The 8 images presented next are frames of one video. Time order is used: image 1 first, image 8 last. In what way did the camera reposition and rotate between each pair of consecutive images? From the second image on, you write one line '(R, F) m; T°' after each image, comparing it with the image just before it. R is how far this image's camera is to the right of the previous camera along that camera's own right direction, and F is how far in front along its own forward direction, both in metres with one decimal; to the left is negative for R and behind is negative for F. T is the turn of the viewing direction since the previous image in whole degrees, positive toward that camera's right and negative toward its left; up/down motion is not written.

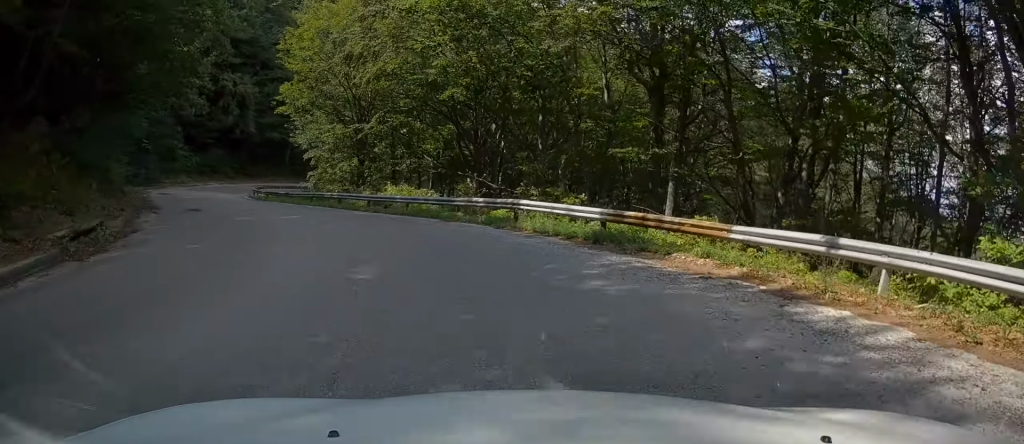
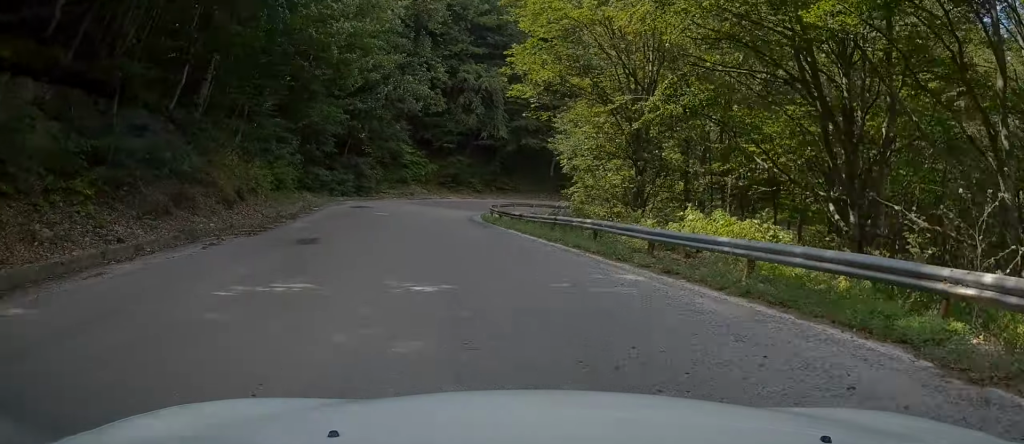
(-2.3, +14.3) m; -17°
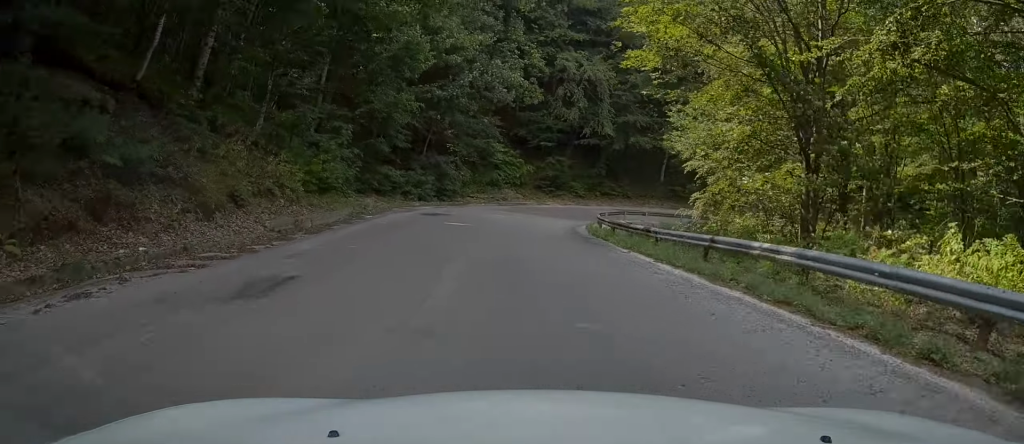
(-0.8, +7.4) m; -5°
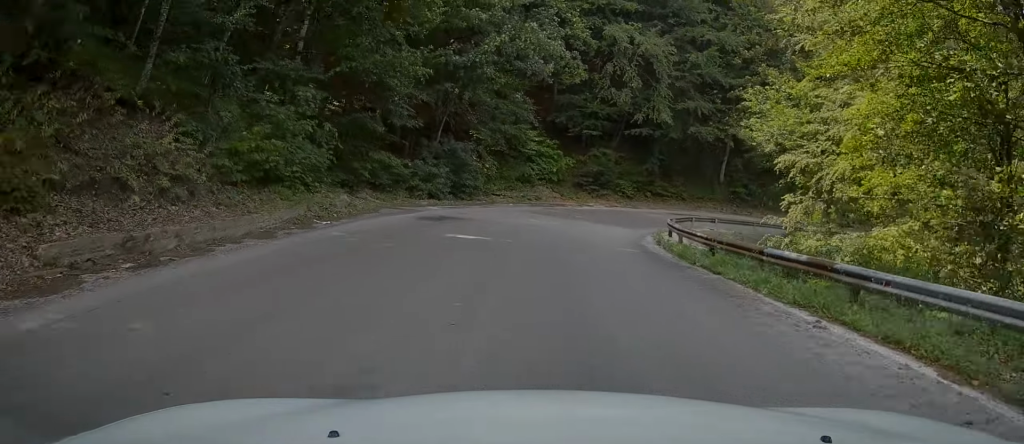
(-0.4, +8.8) m; -3°
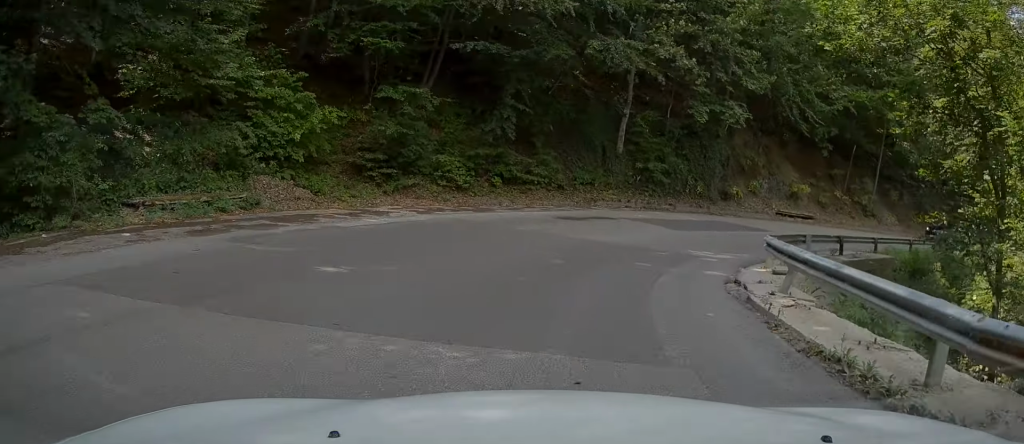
(+1.5, +24.4) m; +16°
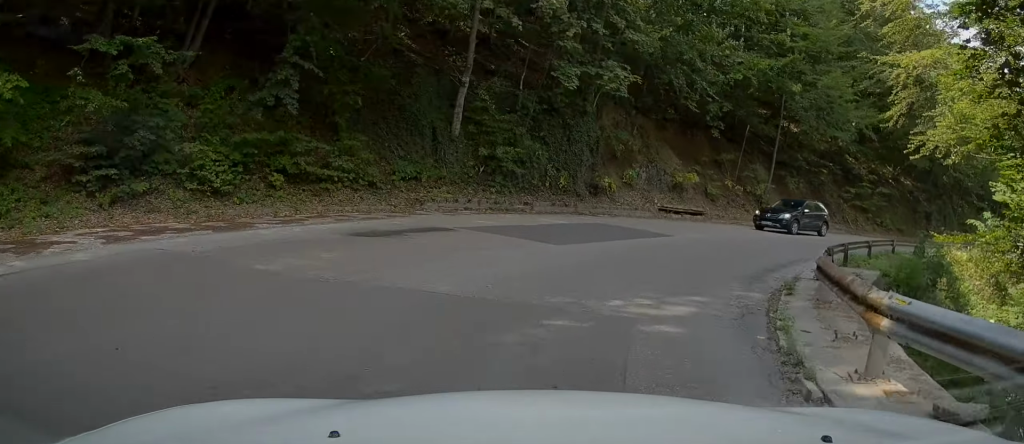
(+0.9, +8.1) m; +10°
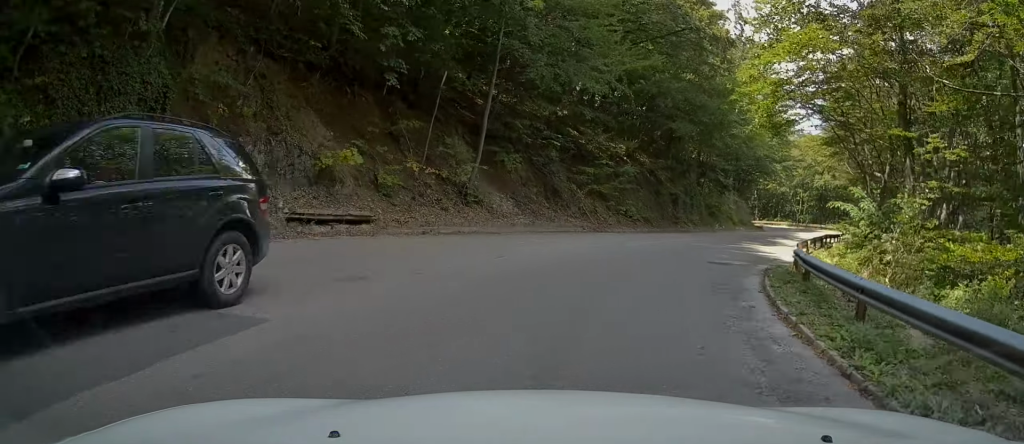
(+2.0, +12.3) m; +29°
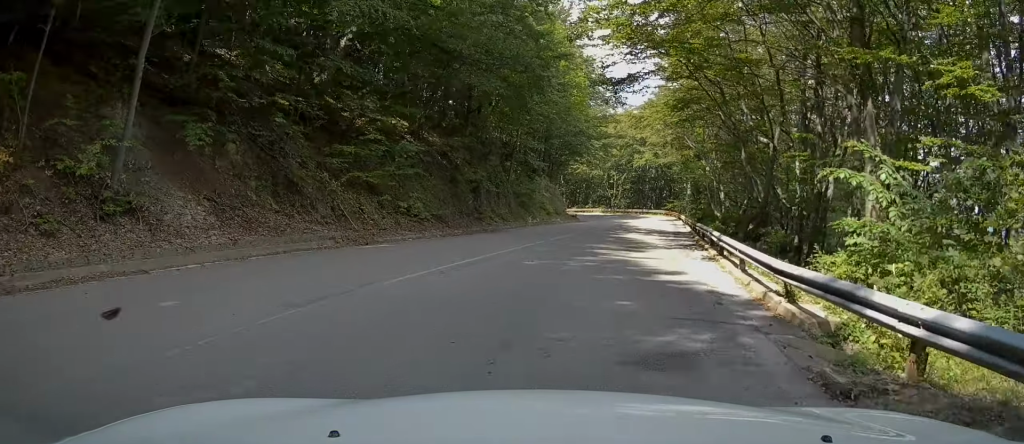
(+2.9, +9.4) m; +27°
